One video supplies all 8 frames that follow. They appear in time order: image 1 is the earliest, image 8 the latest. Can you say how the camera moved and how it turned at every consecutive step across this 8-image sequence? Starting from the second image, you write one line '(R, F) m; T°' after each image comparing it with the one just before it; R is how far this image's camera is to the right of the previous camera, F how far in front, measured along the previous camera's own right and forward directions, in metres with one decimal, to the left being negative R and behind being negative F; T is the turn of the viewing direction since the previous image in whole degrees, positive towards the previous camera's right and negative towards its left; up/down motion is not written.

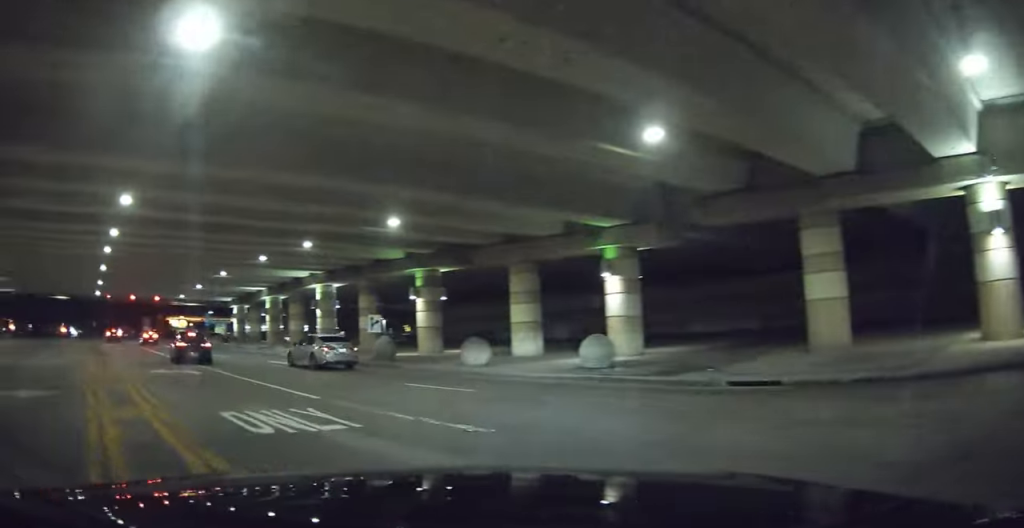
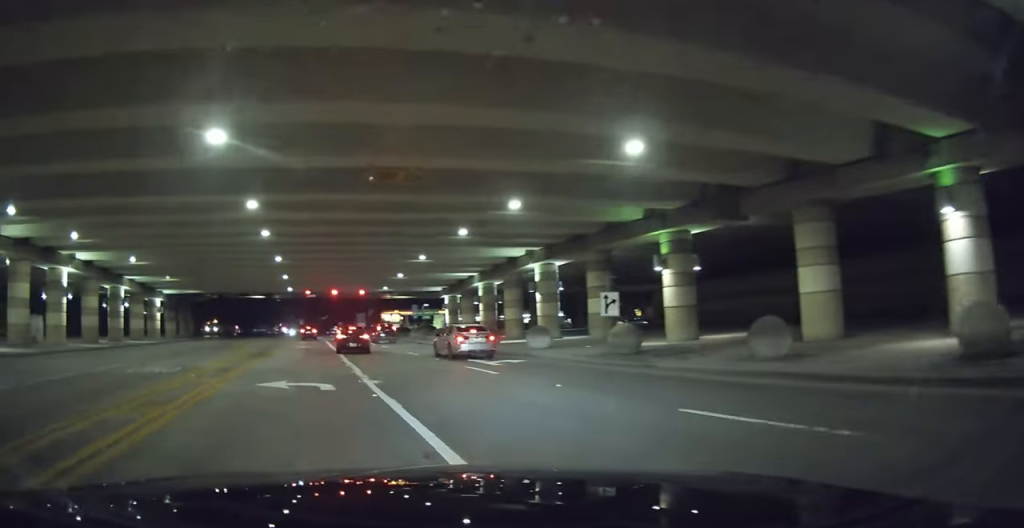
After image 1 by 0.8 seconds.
(-1.1, +6.2) m; -10°
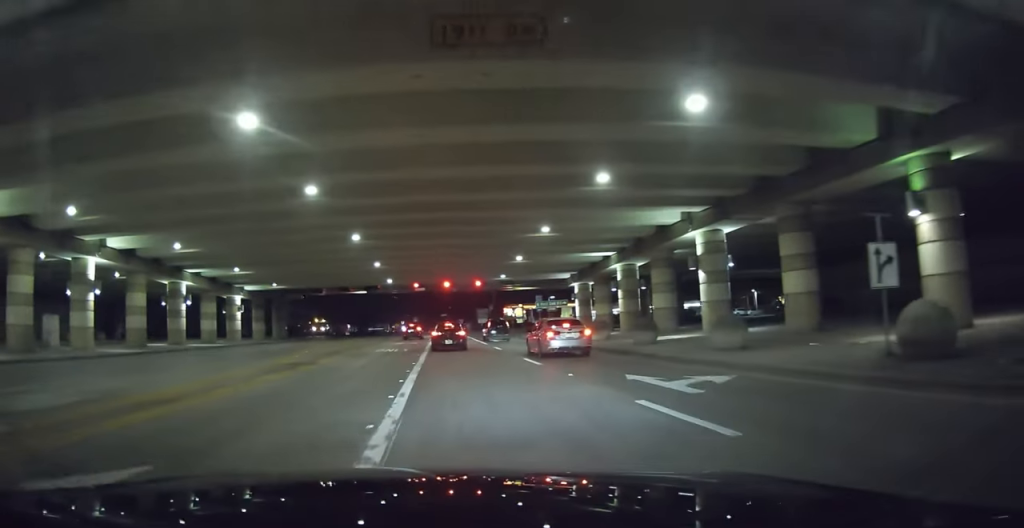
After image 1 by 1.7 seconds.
(0.0, +6.2) m; -6°
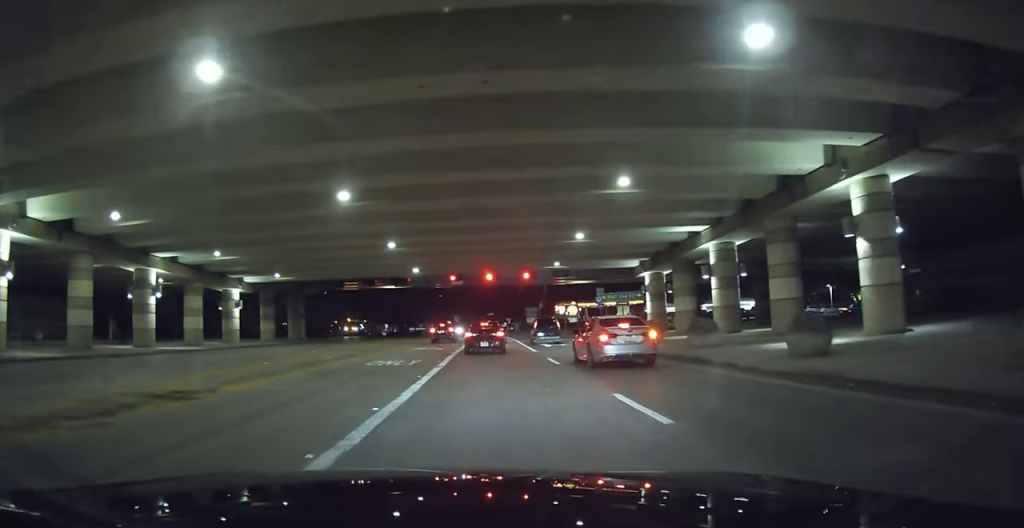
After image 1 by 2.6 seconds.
(-0.6, +6.5) m; -4°
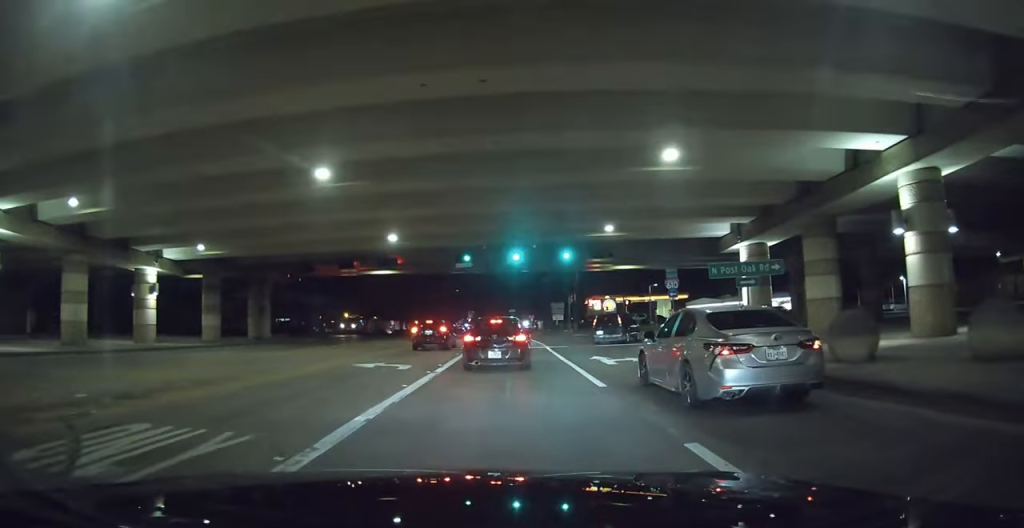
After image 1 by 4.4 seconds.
(-0.5, +12.2) m; -4°
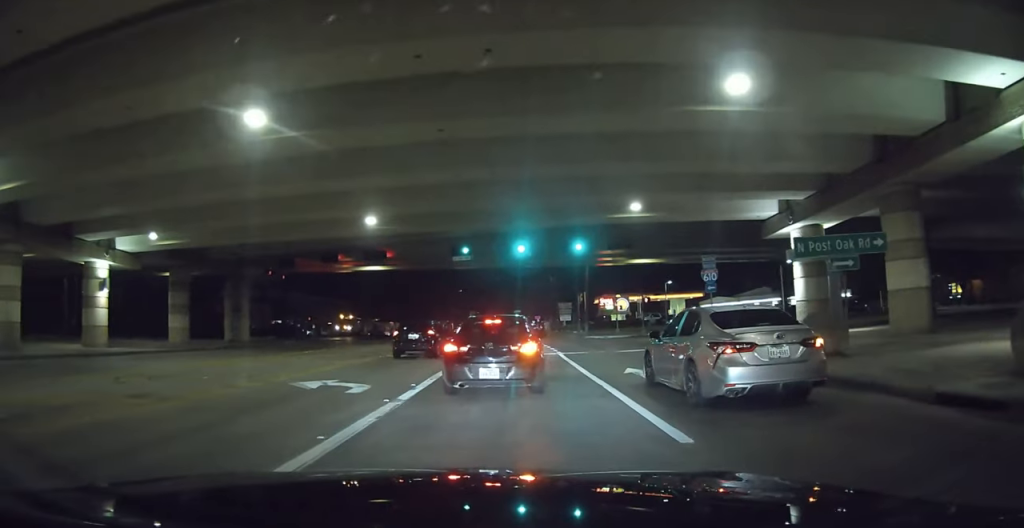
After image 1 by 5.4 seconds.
(+0.1, +6.5) m; 0°
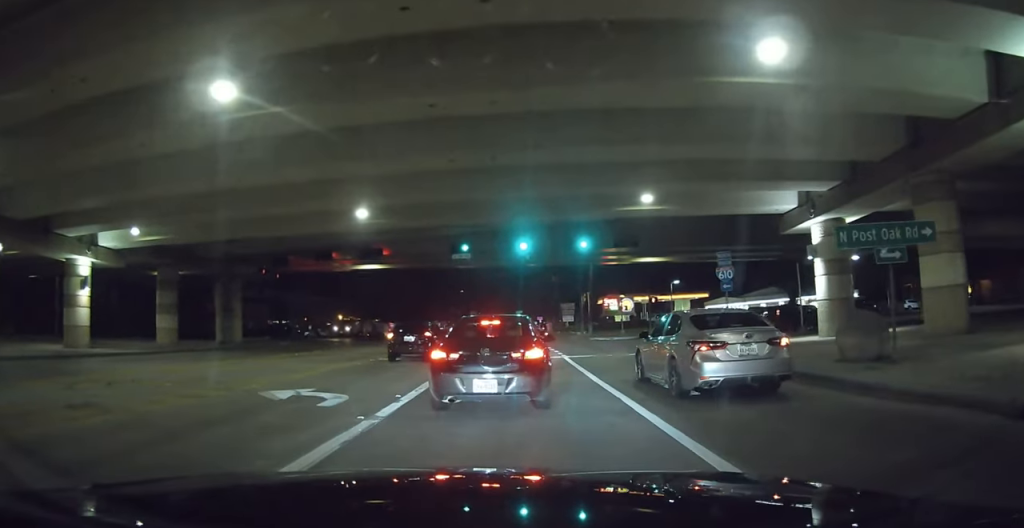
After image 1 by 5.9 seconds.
(+0.4, +2.9) m; 0°
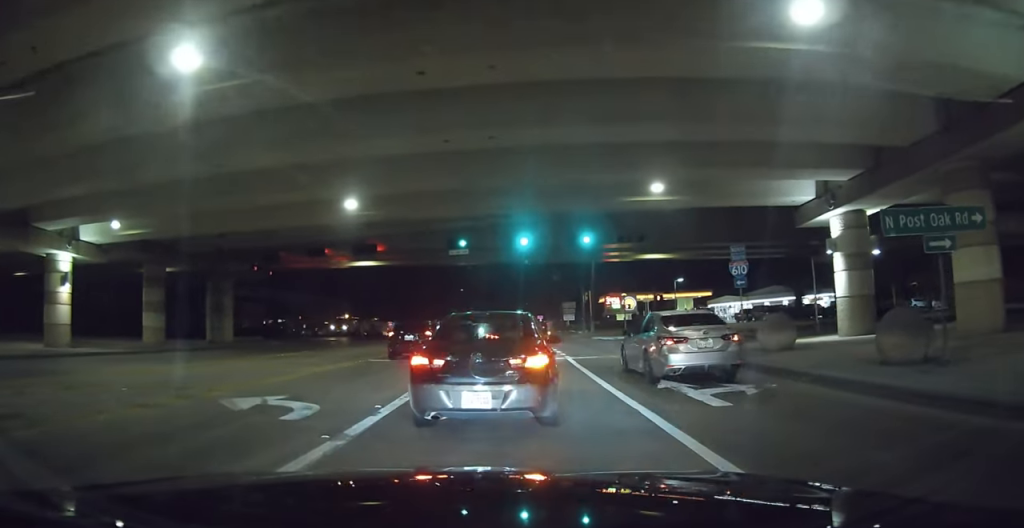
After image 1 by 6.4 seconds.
(-0.5, +3.3) m; -2°
